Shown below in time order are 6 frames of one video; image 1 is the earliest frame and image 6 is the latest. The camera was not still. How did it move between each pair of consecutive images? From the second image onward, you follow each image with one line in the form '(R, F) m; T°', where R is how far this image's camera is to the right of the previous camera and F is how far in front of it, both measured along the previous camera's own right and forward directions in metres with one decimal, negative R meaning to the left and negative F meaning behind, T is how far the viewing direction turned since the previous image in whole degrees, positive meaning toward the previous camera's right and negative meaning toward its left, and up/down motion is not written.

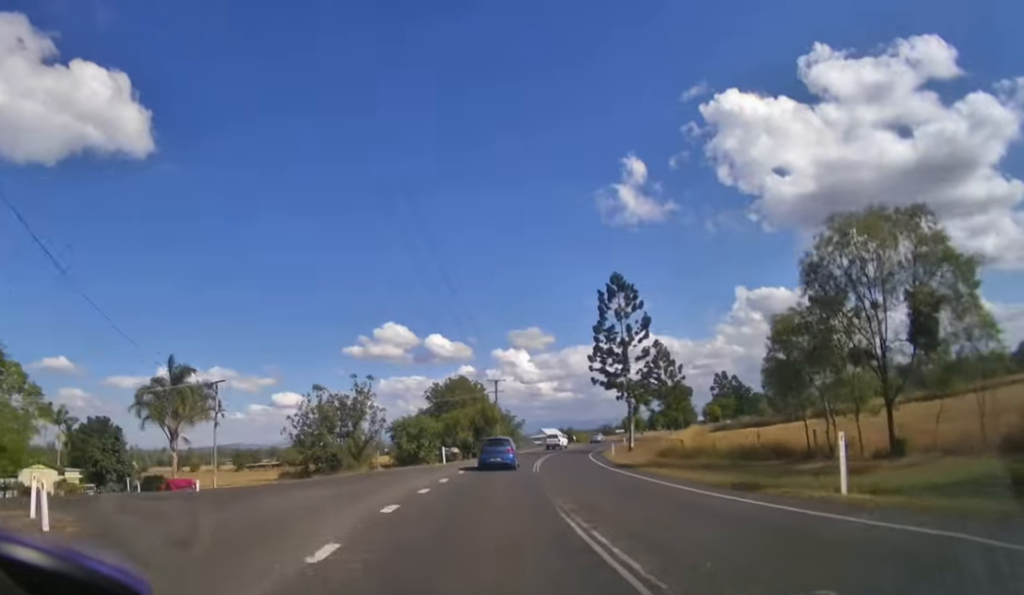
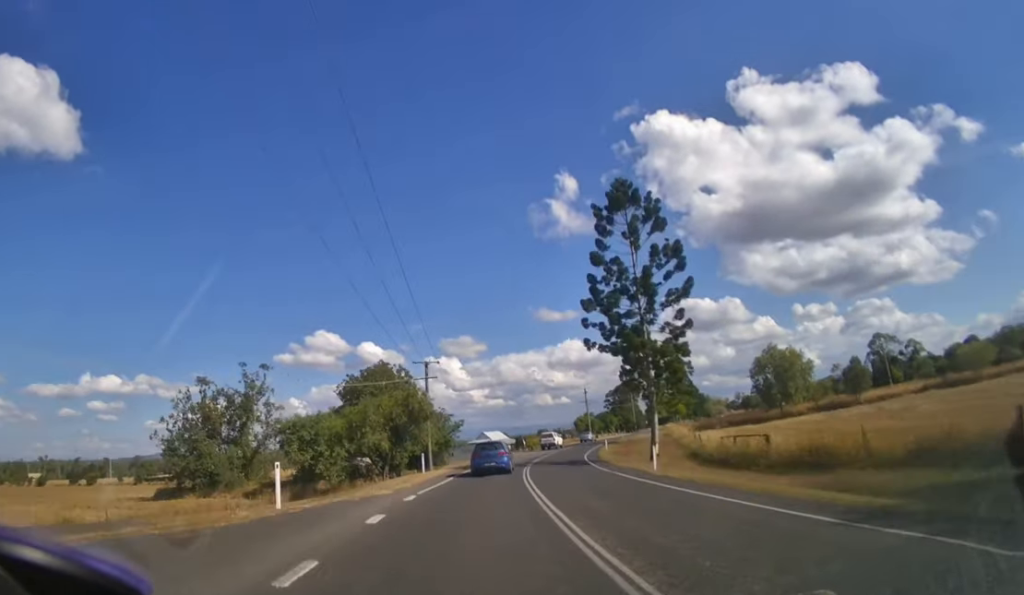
(+1.4, +21.6) m; +8°
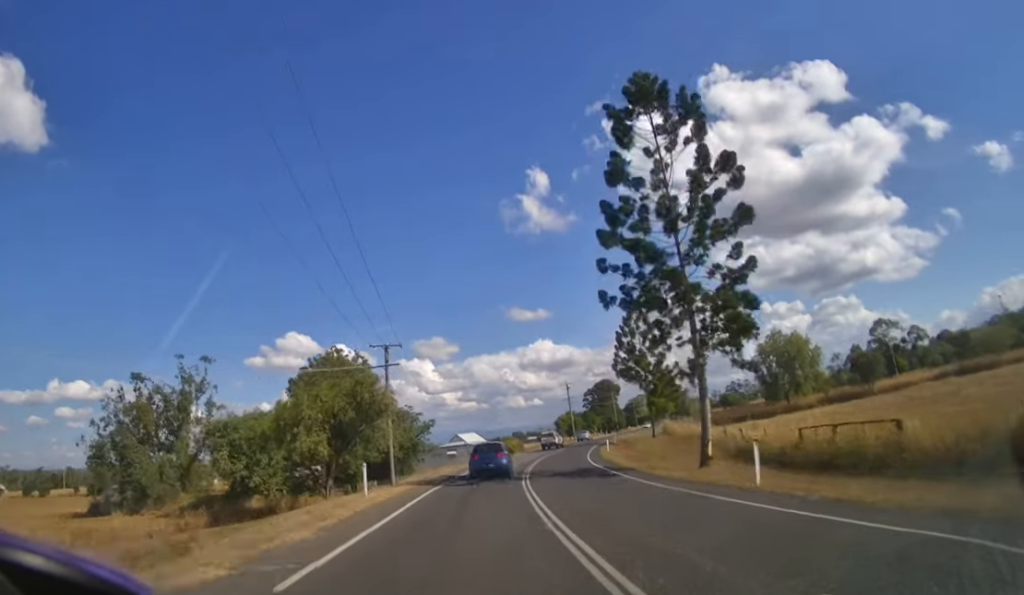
(+0.1, +9.7) m; +3°
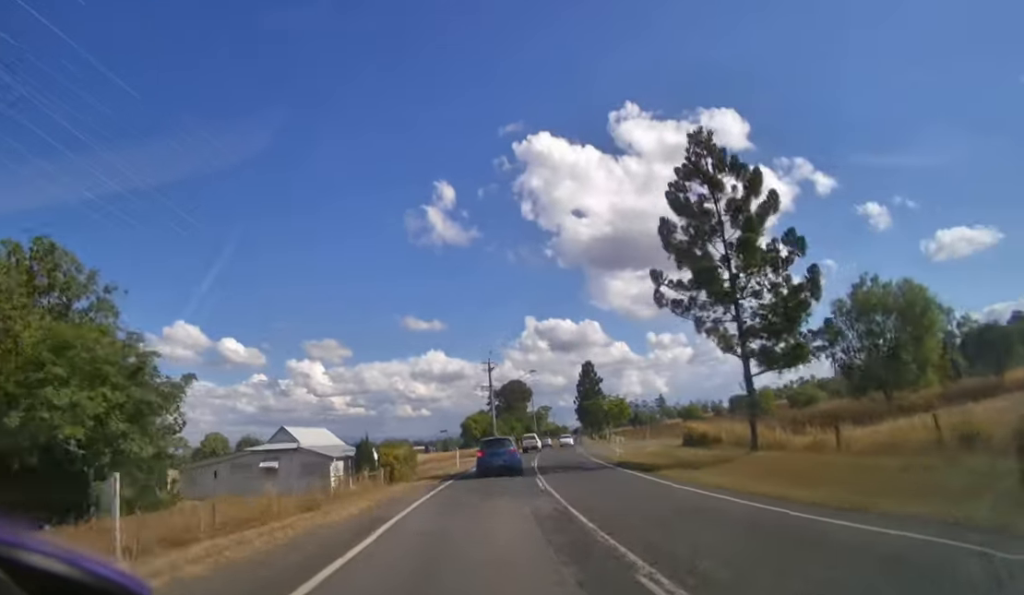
(+4.5, +41.5) m; +14°
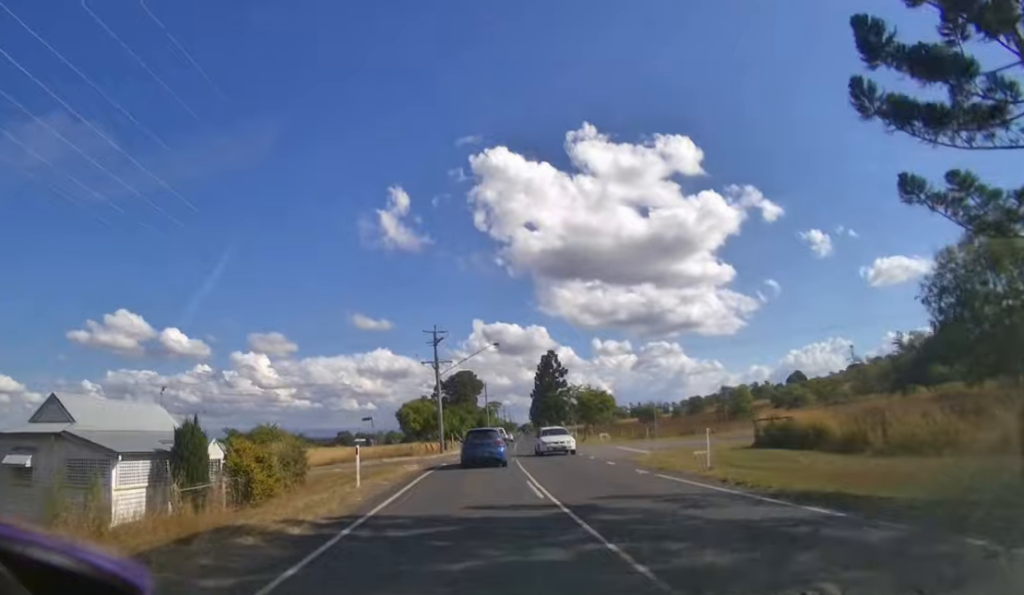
(+1.1, +17.0) m; +6°
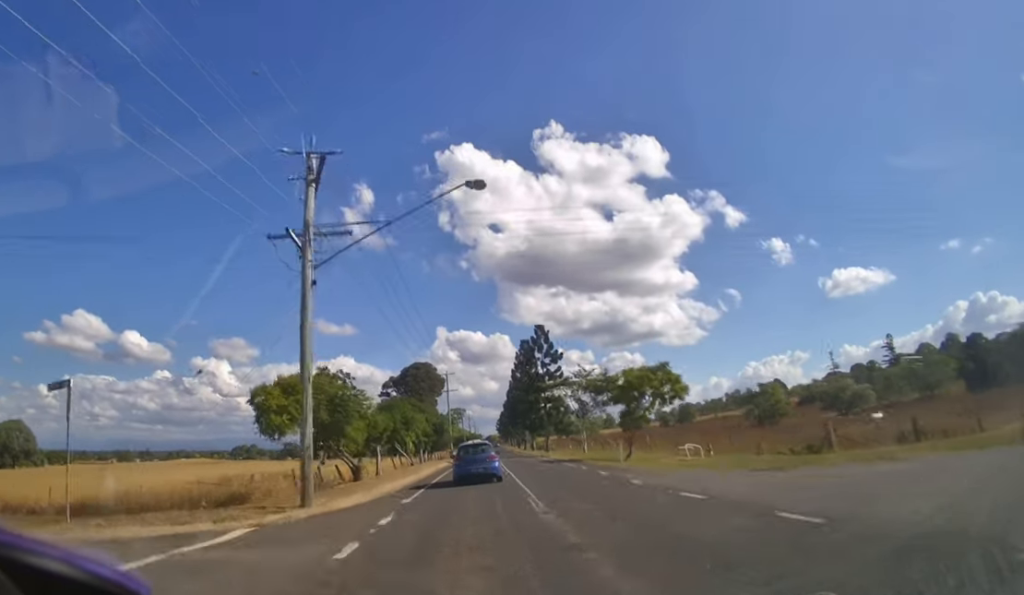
(+1.8, +27.1) m; +6°
